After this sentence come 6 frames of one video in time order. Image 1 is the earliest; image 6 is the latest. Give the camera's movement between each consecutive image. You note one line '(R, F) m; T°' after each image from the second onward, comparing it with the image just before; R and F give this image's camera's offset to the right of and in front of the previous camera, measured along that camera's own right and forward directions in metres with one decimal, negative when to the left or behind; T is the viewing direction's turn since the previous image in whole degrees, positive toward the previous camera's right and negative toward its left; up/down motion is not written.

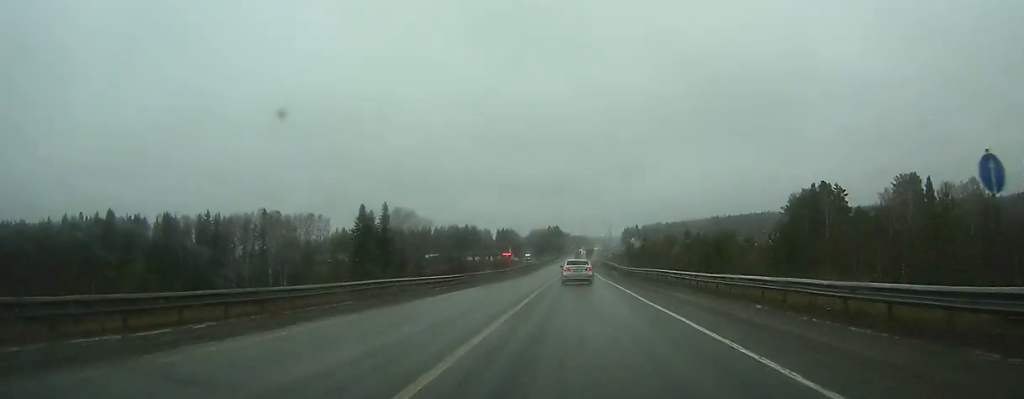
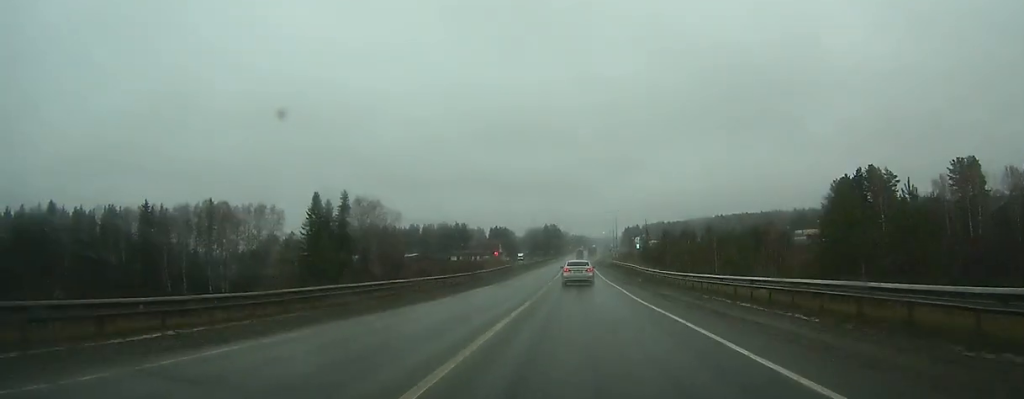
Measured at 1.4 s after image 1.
(+0.1, +34.0) m; 0°
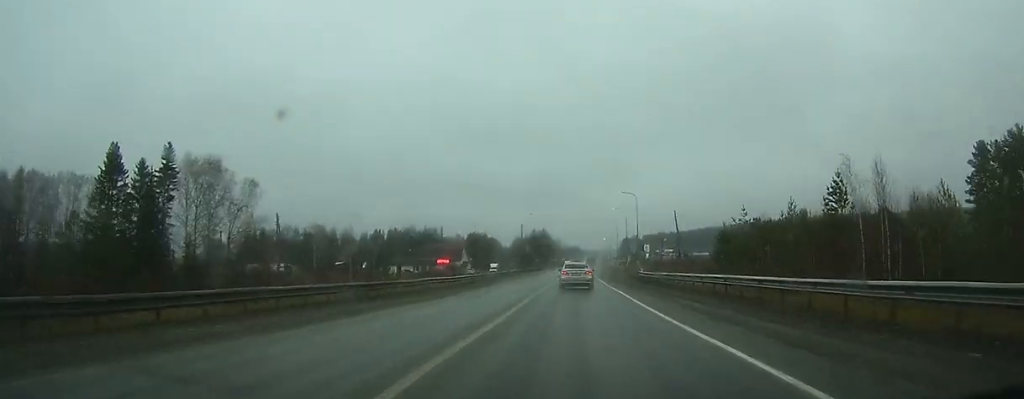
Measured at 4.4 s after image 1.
(0.0, +70.3) m; 0°
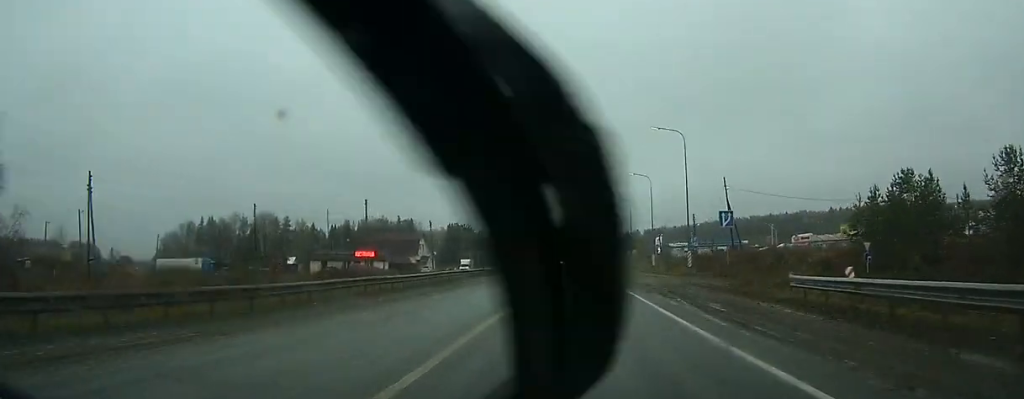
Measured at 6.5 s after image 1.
(-0.1, +44.2) m; 0°
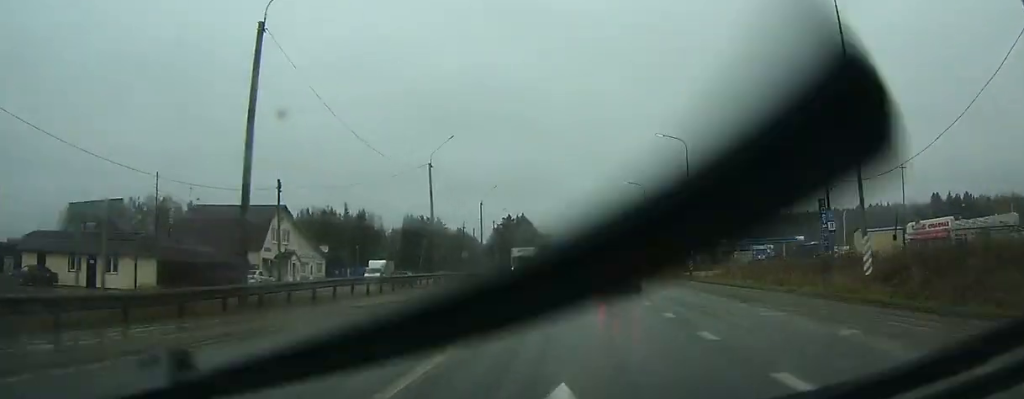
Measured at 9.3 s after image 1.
(+0.5, +58.5) m; +1°
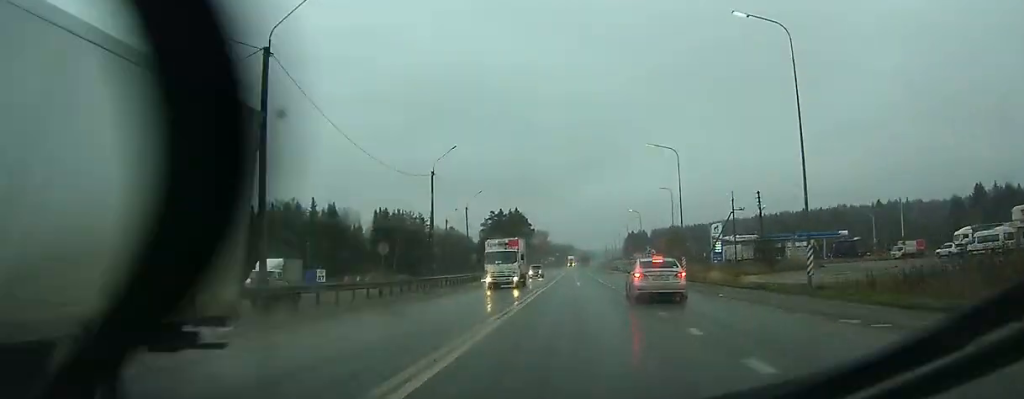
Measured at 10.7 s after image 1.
(+0.1, +27.1) m; 0°
